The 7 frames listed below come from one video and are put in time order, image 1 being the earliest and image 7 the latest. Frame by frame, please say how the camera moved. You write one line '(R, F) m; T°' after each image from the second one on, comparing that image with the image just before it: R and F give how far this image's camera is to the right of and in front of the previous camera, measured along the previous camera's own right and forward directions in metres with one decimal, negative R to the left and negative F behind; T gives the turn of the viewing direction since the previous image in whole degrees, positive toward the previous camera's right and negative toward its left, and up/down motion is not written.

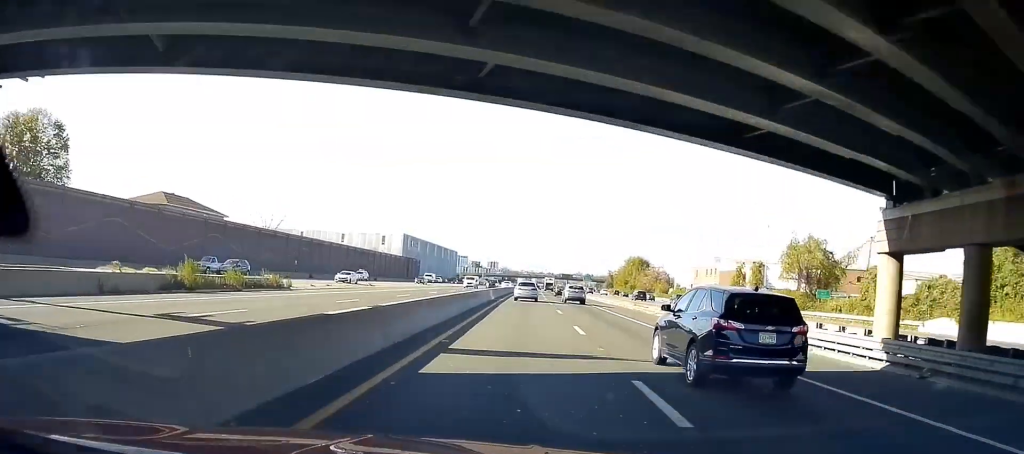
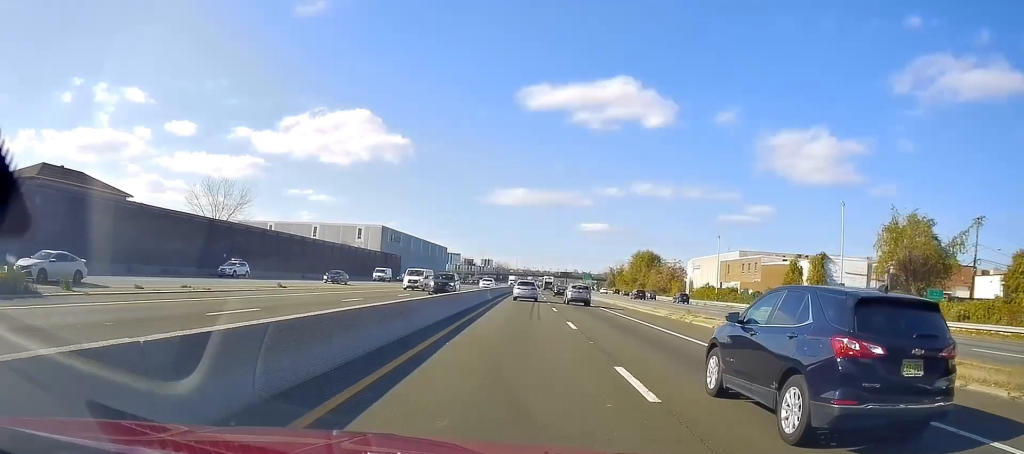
(+0.1, +22.9) m; 0°
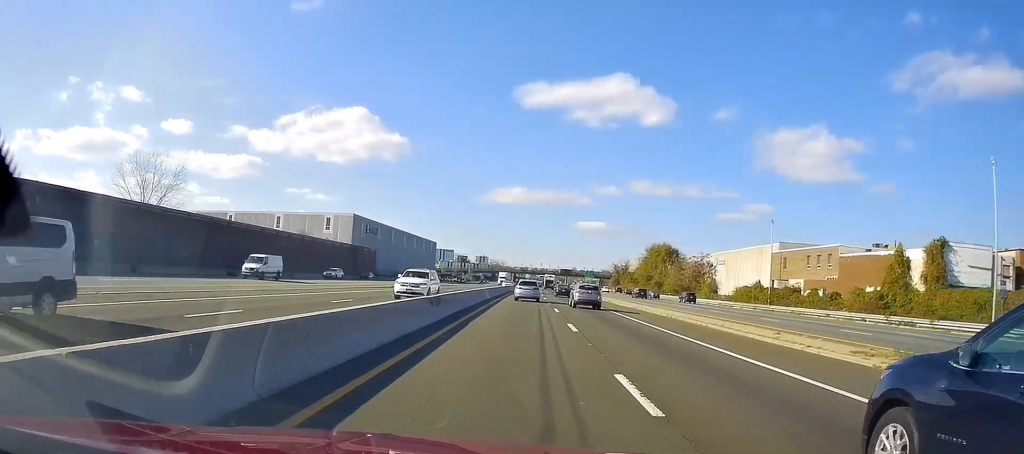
(+0.3, +25.0) m; 0°
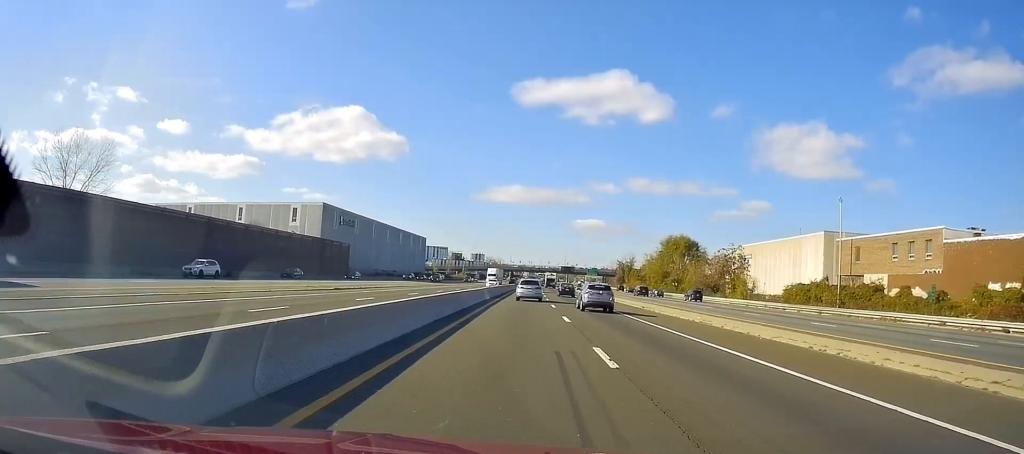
(-0.3, +20.1) m; -1°
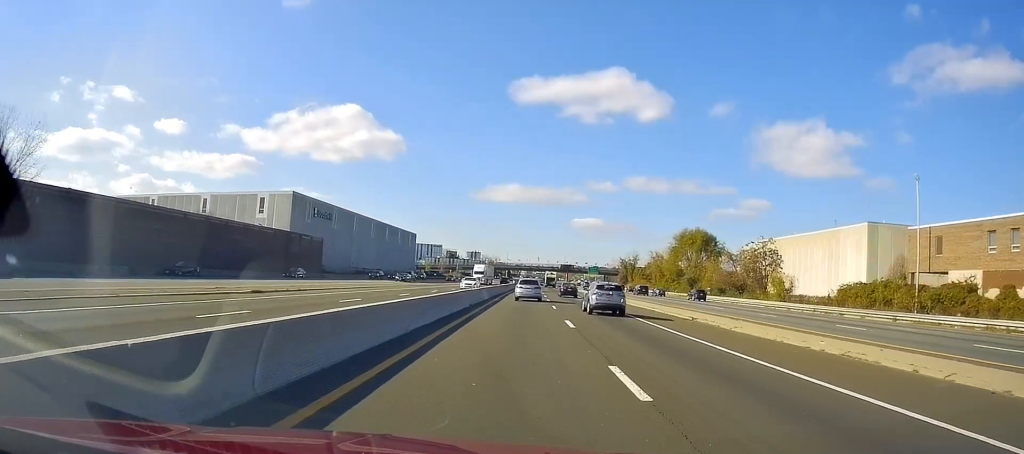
(-0.1, +15.1) m; 0°
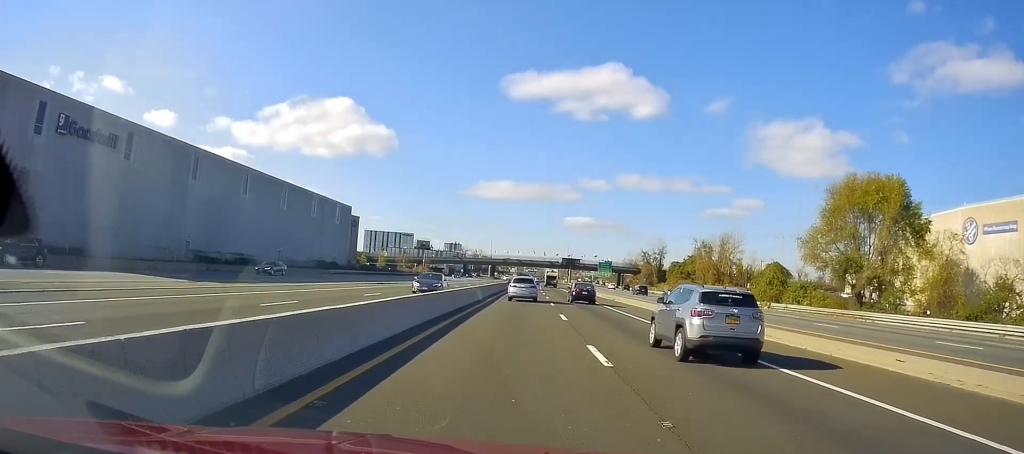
(+1.4, +70.5) m; +2°
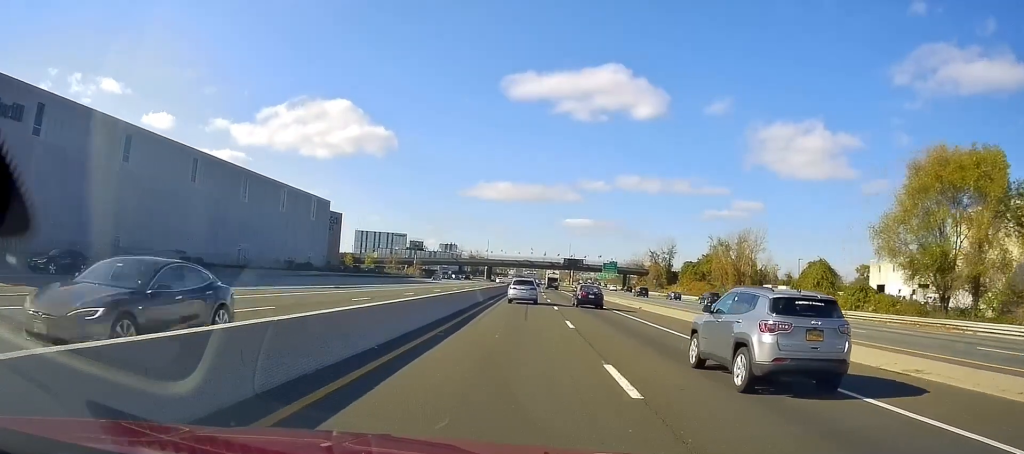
(0.0, +15.0) m; 0°
